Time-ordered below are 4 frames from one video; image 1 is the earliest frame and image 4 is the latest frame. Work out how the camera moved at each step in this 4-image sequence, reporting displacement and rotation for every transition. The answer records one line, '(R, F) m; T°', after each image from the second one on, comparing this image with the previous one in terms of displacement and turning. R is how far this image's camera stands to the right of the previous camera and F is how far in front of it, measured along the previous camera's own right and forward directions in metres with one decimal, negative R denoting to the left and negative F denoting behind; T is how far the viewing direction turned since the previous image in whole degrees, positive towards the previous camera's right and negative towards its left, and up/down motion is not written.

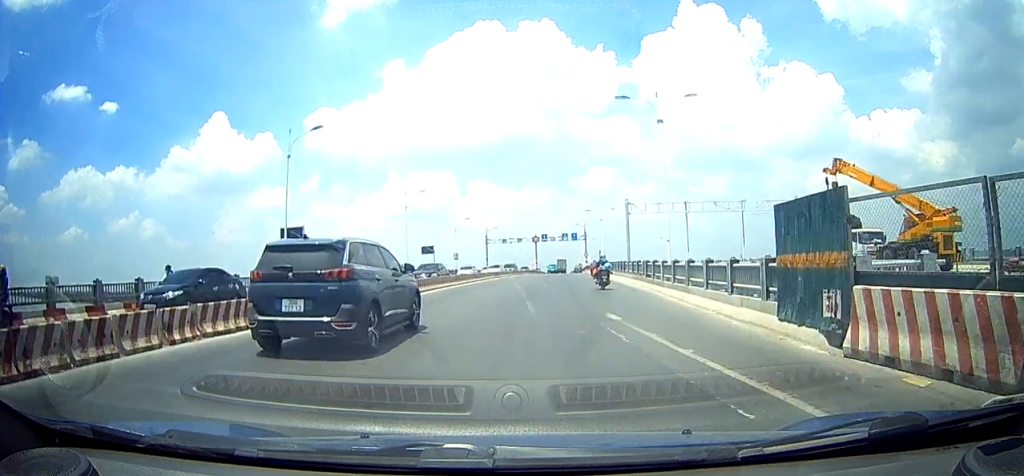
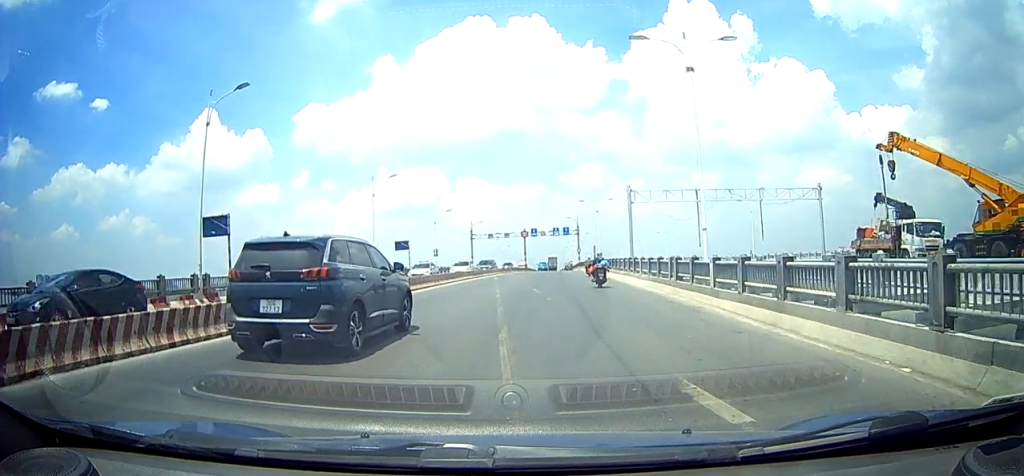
(0.0, +6.3) m; 0°
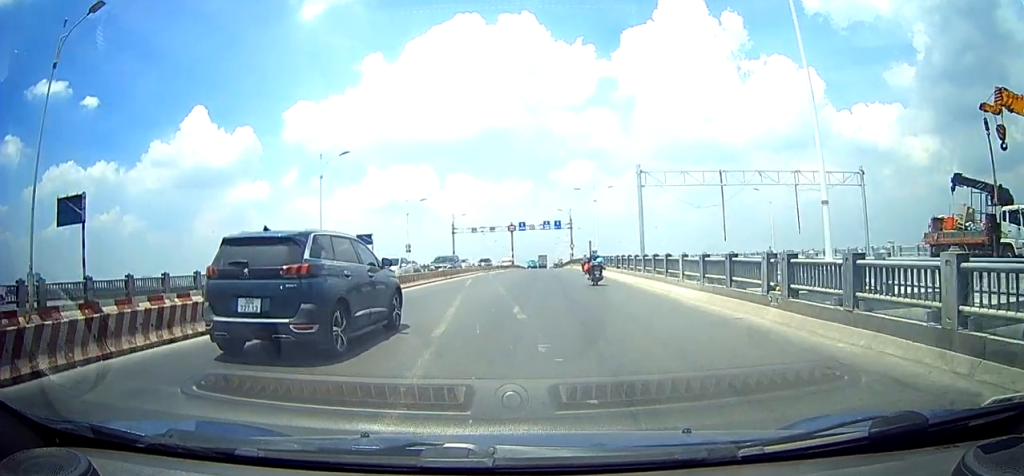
(0.0, +8.2) m; 0°
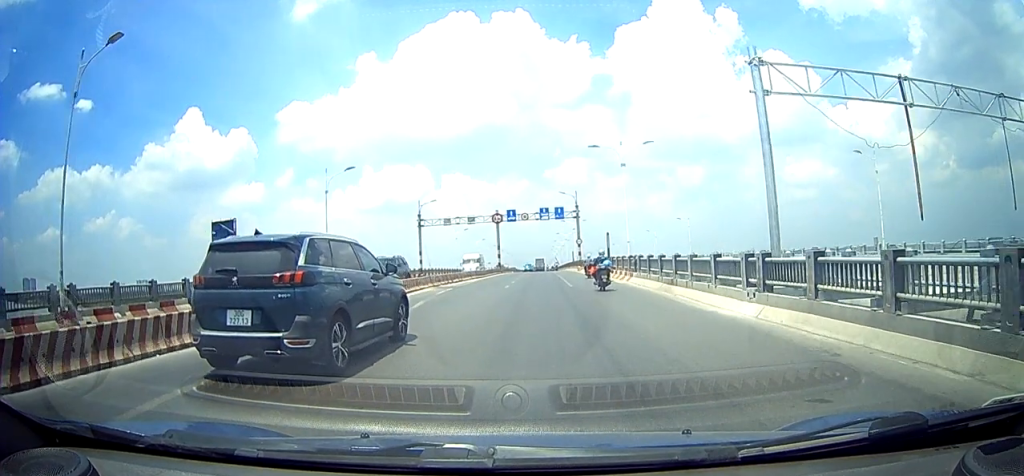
(-0.2, +20.7) m; -1°
